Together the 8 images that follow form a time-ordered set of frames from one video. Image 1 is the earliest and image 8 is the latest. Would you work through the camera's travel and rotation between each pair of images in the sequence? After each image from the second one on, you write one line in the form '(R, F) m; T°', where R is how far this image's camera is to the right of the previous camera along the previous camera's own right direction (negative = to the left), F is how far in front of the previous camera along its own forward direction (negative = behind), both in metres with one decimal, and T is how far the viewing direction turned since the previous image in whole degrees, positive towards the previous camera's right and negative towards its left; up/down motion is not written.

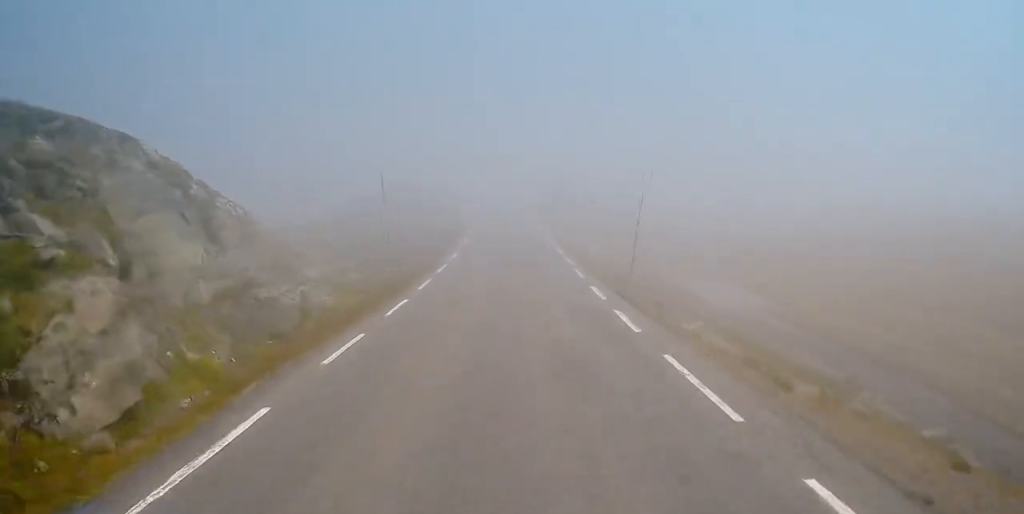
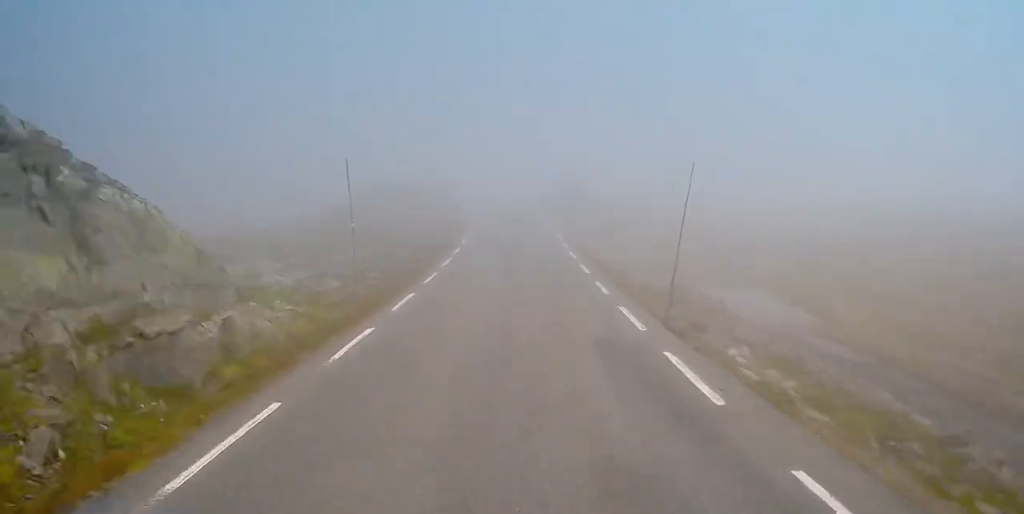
(-0.3, +5.8) m; 0°
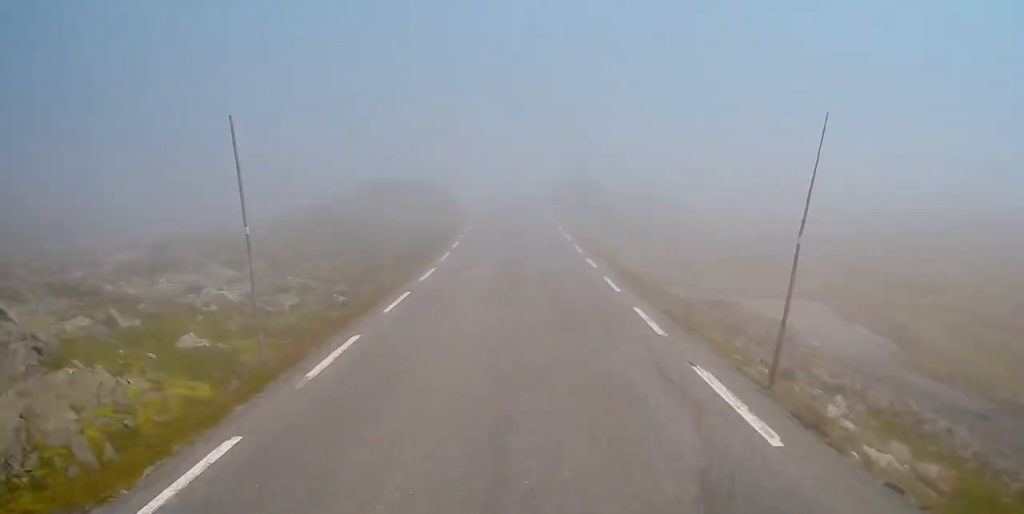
(+0.1, +7.8) m; 0°
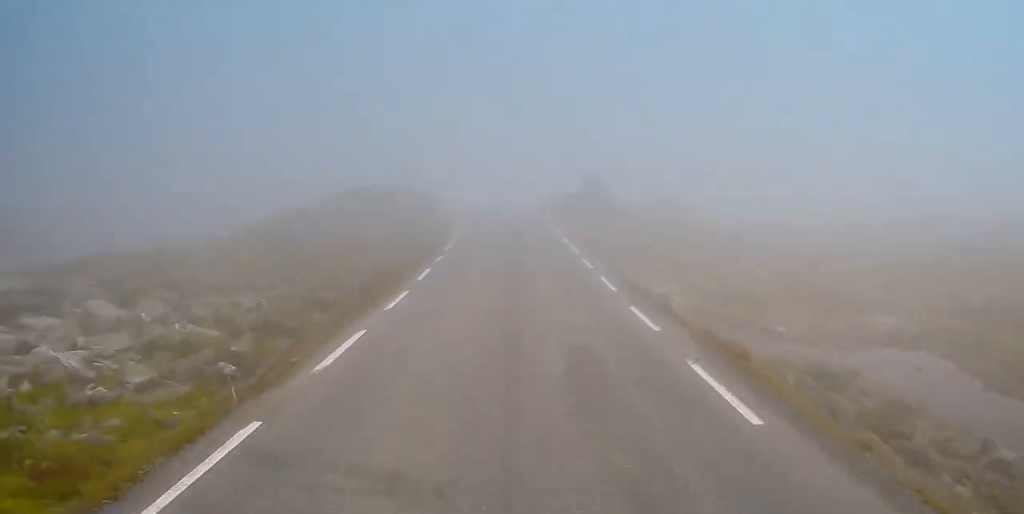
(0.0, +11.5) m; 0°
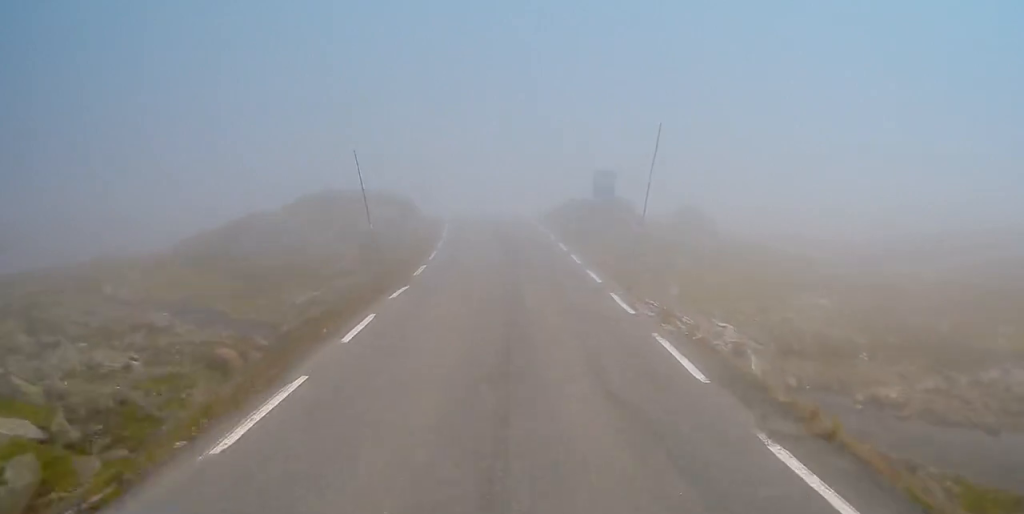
(0.0, +9.6) m; +1°
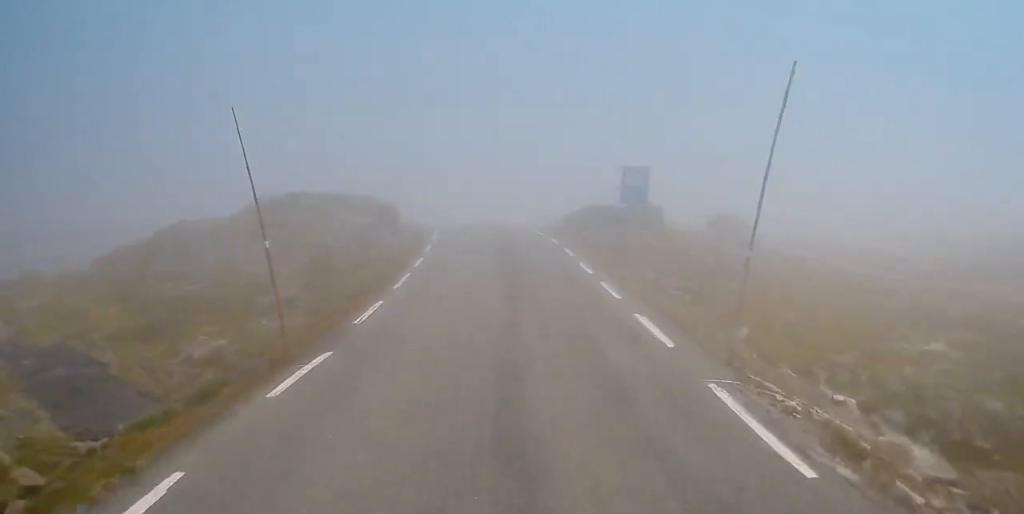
(+0.1, +9.8) m; 0°
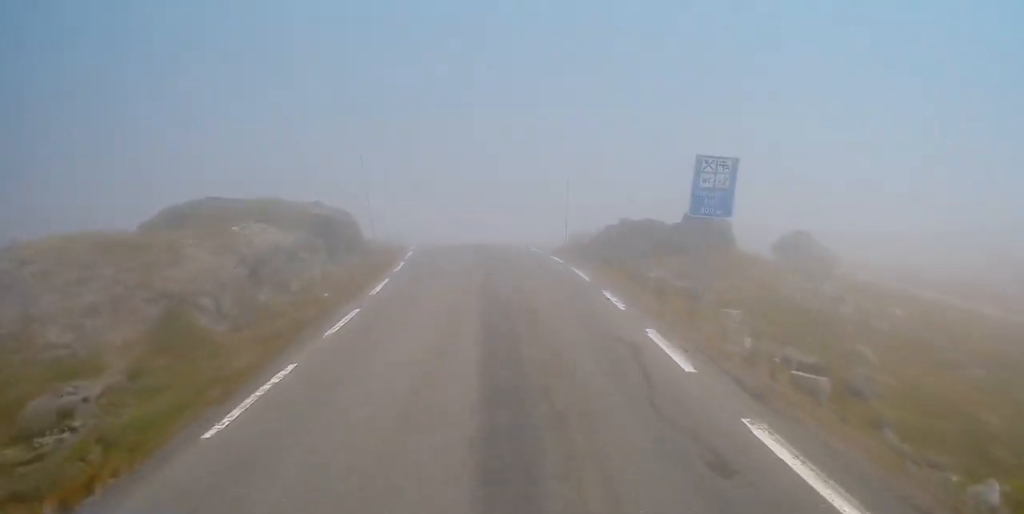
(-0.2, +13.4) m; -3°
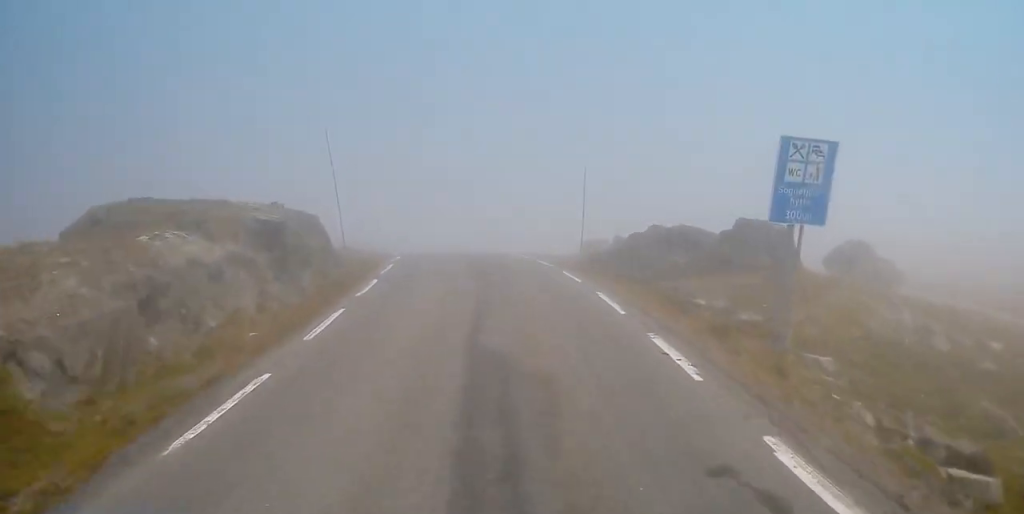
(-0.2, +6.6) m; -1°
